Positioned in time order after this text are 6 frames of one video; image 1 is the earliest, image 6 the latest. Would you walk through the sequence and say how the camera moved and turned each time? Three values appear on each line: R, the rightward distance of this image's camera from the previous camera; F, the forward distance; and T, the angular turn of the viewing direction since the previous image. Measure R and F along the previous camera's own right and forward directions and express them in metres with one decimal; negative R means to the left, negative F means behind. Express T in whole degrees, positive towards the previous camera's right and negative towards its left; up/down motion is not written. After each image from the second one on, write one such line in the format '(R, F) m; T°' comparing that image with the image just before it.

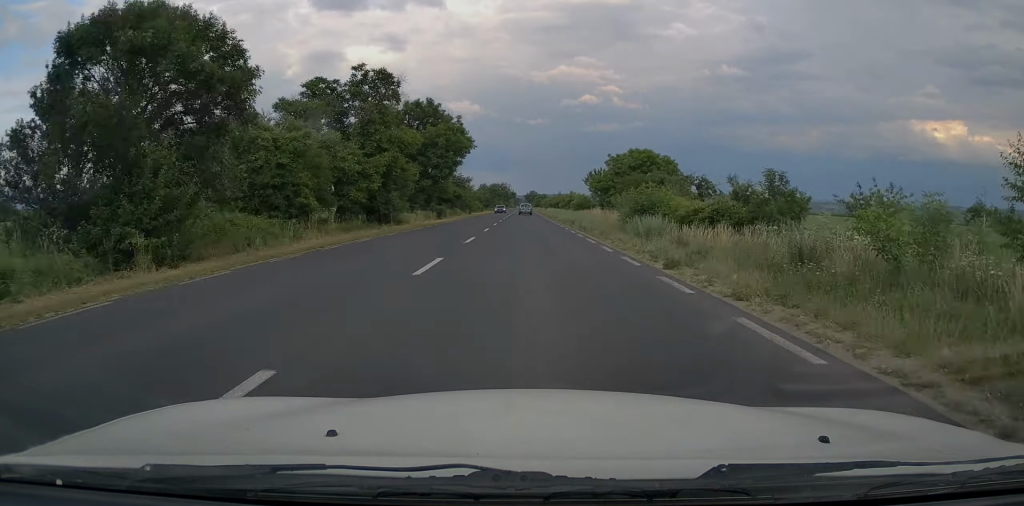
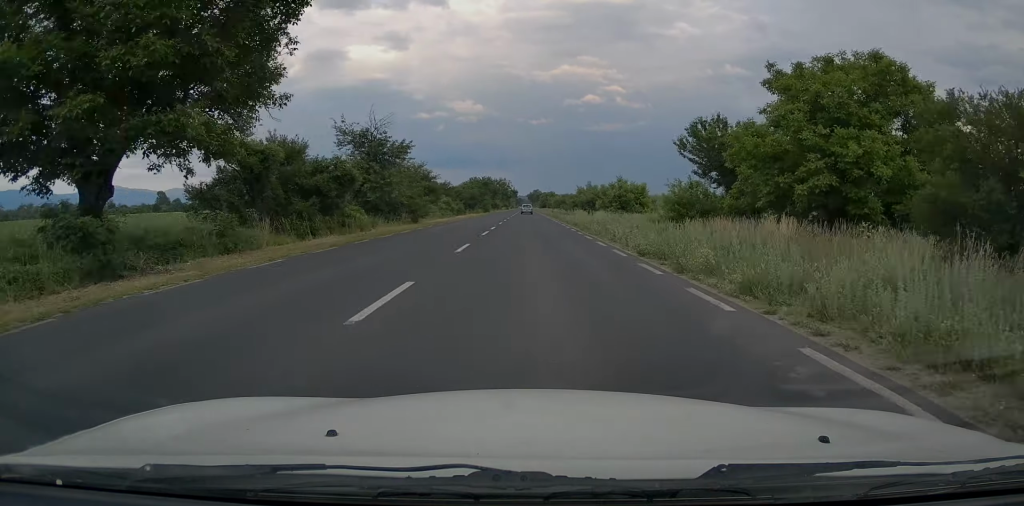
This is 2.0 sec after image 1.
(-0.1, +48.6) m; 0°
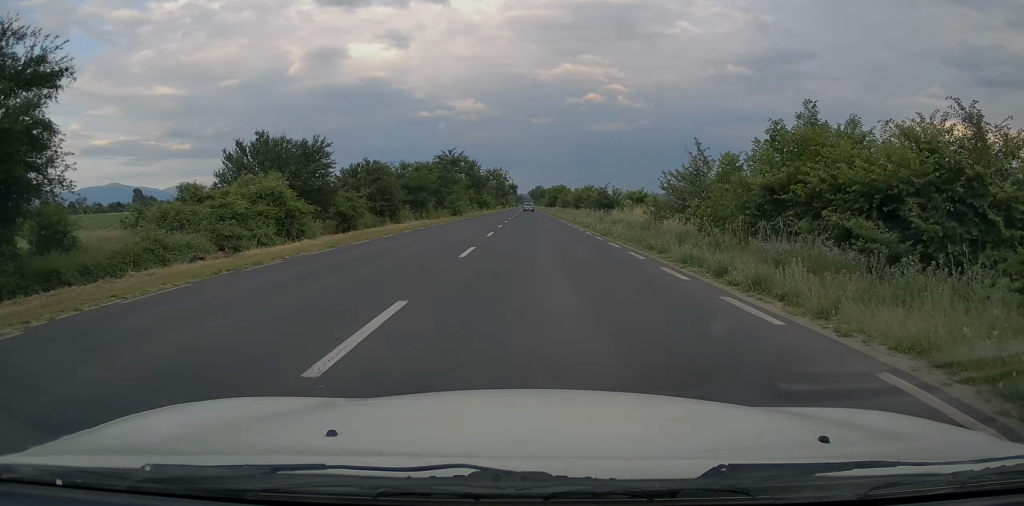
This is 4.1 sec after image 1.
(+0.1, +52.0) m; 0°
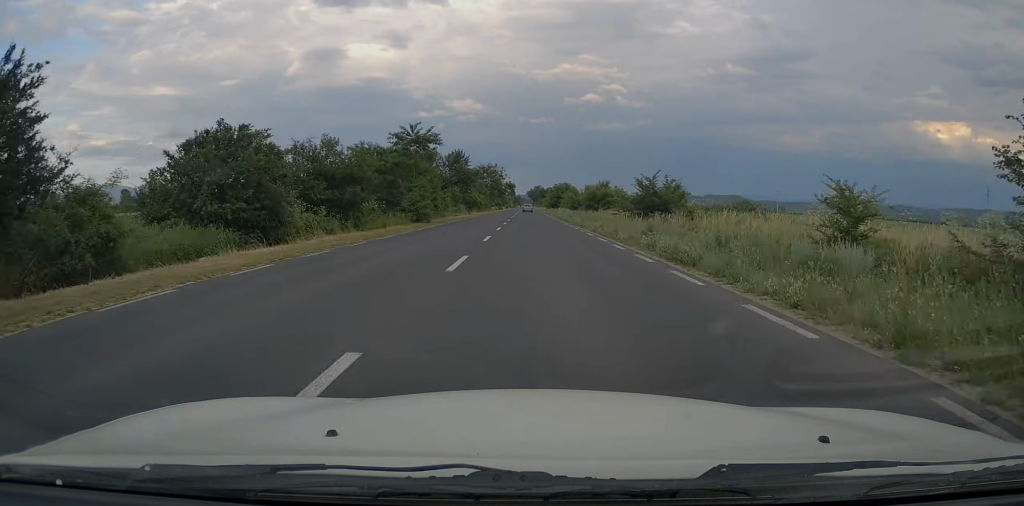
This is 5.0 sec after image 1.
(-0.1, +20.4) m; 0°
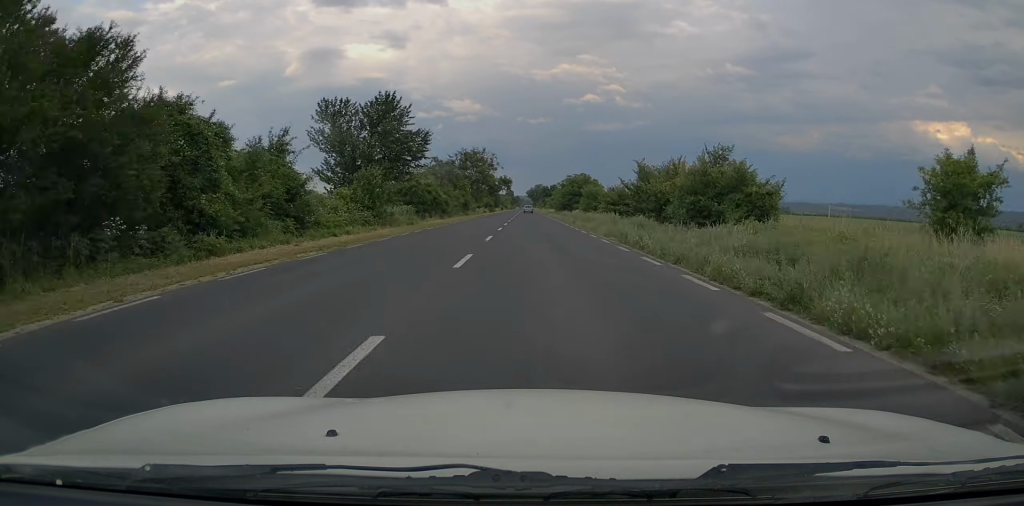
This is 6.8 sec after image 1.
(0.0, +44.0) m; 0°
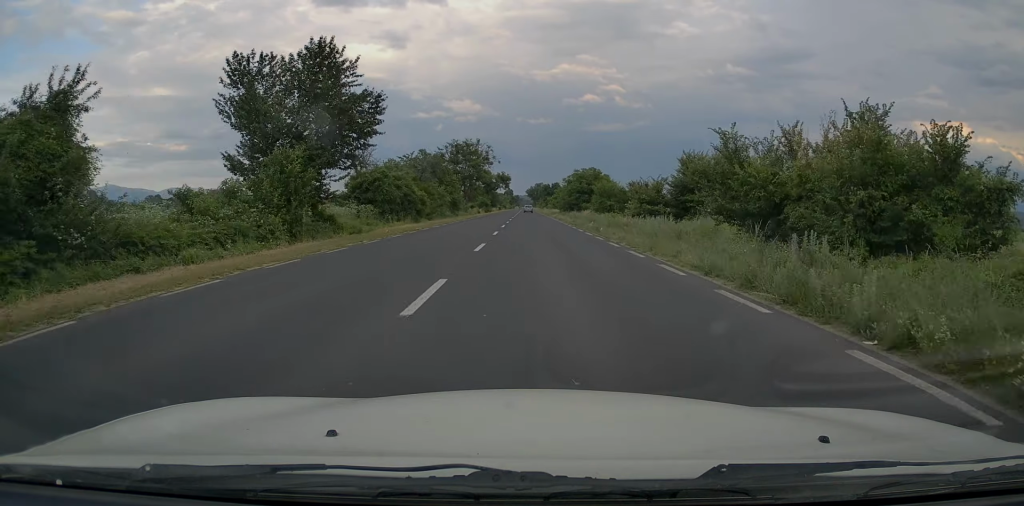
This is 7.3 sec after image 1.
(-0.2, +13.7) m; 0°
